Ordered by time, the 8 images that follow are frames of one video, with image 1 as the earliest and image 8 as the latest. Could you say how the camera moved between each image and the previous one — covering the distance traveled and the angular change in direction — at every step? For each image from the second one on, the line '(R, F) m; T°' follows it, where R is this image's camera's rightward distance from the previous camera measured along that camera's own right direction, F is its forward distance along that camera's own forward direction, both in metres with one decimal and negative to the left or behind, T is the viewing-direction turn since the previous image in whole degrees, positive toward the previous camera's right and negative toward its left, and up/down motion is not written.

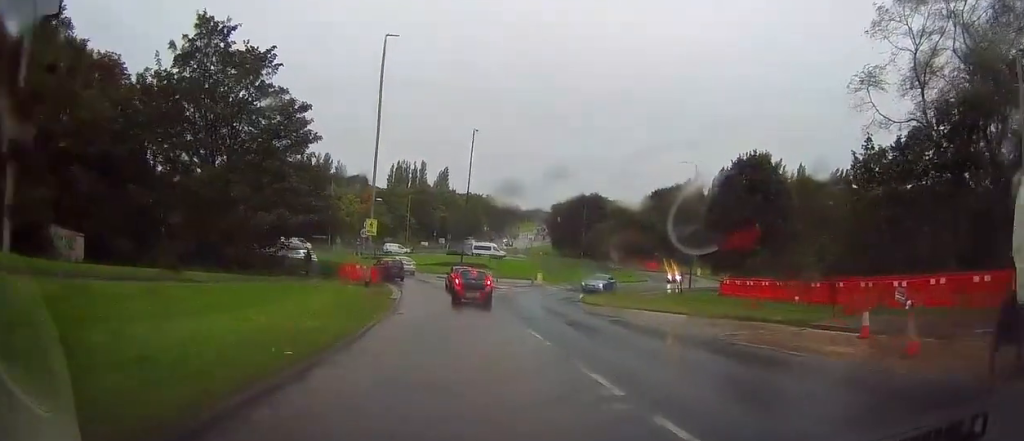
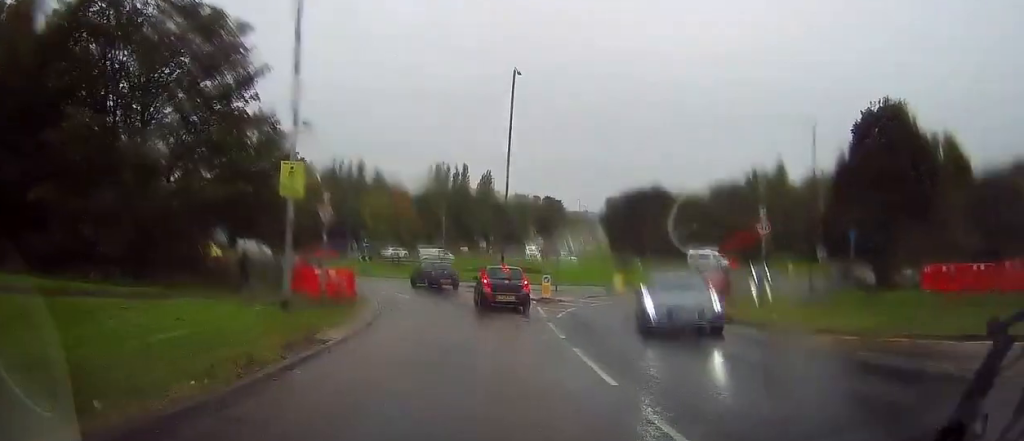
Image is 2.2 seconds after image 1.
(-0.5, +18.8) m; -2°
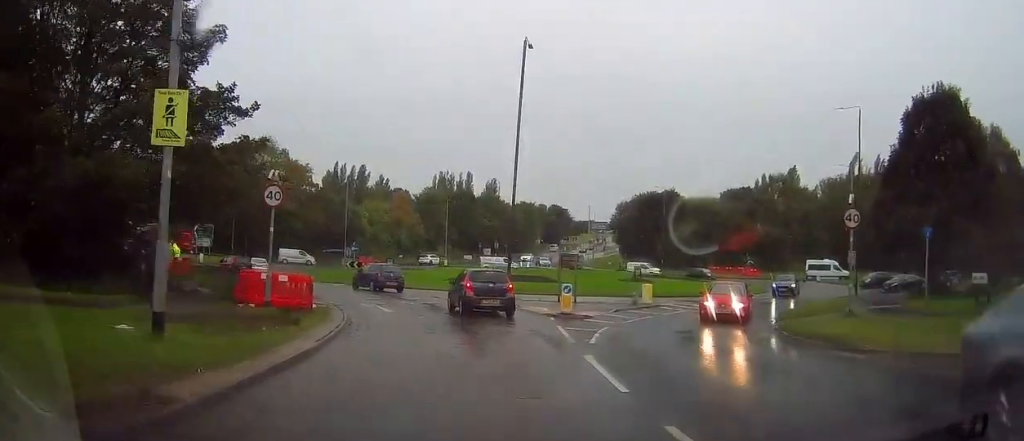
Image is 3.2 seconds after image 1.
(-0.2, +6.7) m; -2°
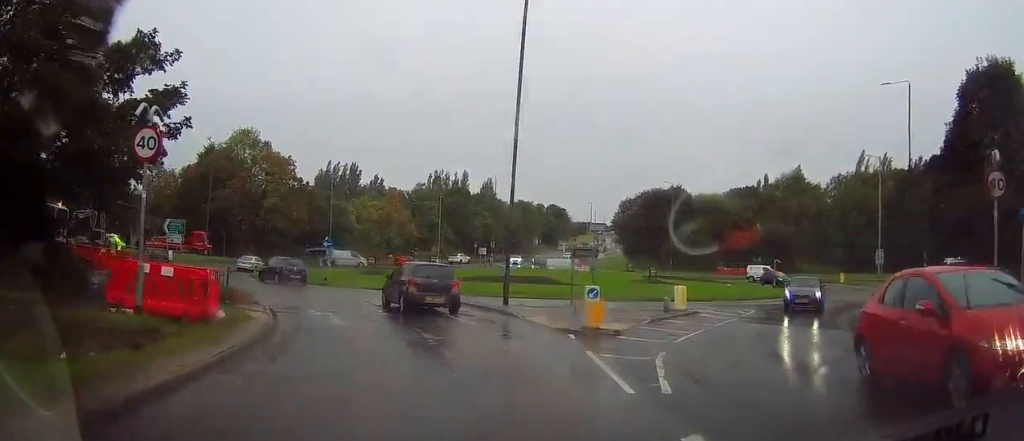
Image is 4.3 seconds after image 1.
(0.0, +7.0) m; 0°
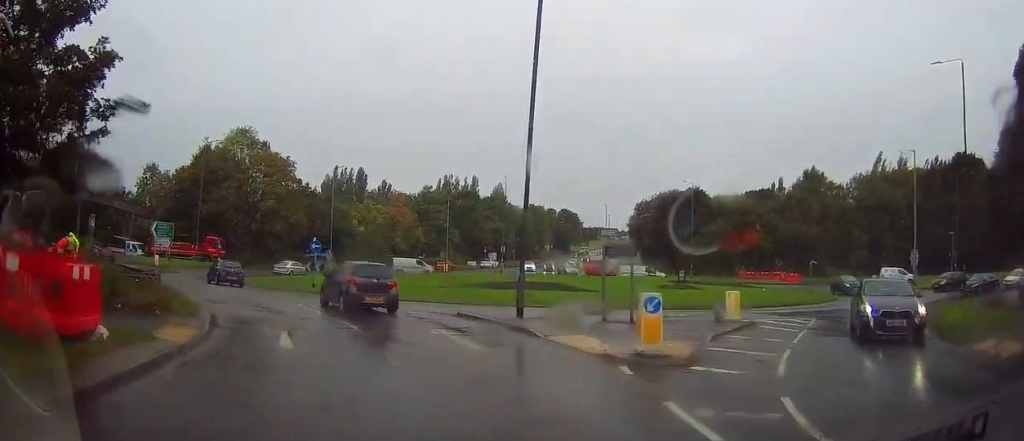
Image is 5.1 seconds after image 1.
(0.0, +5.1) m; -2°
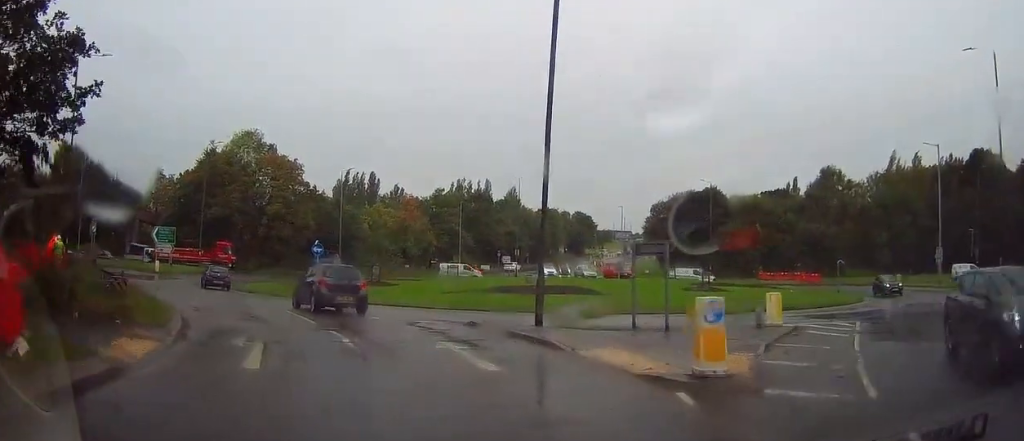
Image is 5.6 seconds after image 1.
(0.0, +2.4) m; -2°
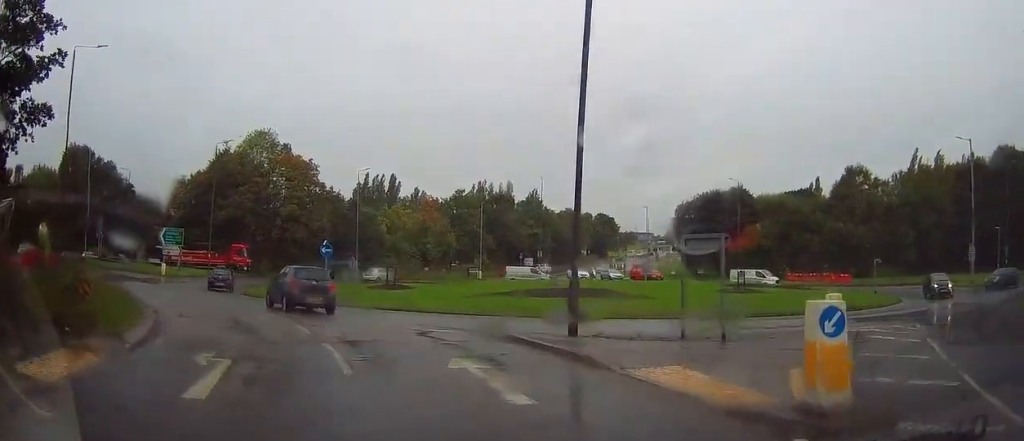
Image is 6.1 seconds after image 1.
(0.0, +2.7) m; -3°
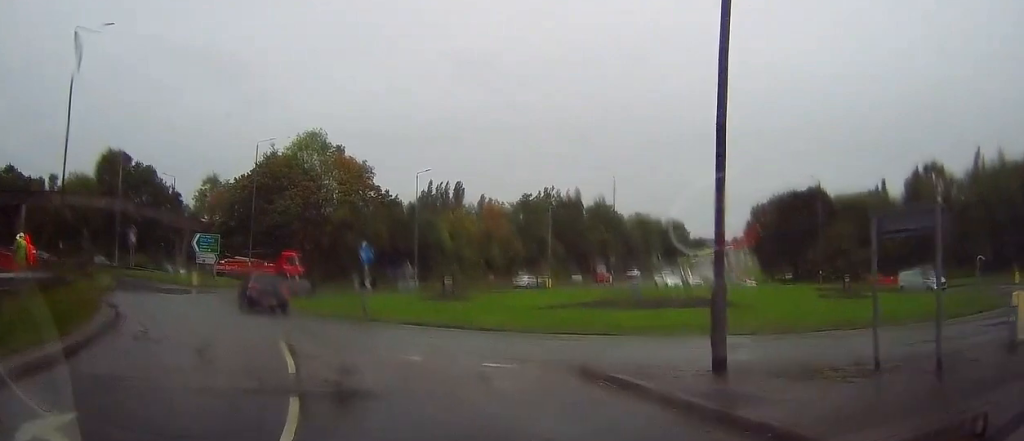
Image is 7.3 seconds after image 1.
(-0.4, +5.9) m; +1°
